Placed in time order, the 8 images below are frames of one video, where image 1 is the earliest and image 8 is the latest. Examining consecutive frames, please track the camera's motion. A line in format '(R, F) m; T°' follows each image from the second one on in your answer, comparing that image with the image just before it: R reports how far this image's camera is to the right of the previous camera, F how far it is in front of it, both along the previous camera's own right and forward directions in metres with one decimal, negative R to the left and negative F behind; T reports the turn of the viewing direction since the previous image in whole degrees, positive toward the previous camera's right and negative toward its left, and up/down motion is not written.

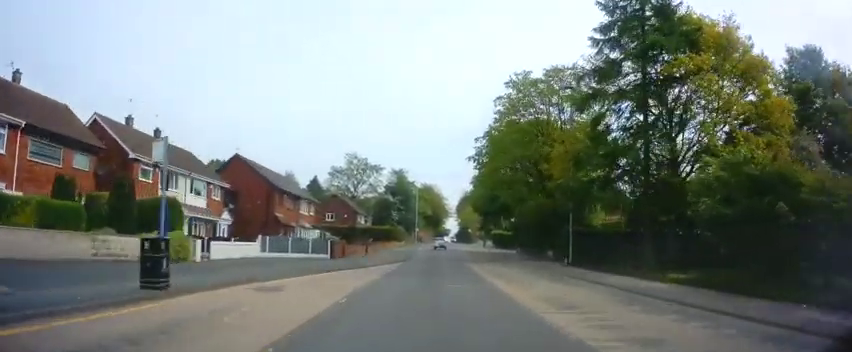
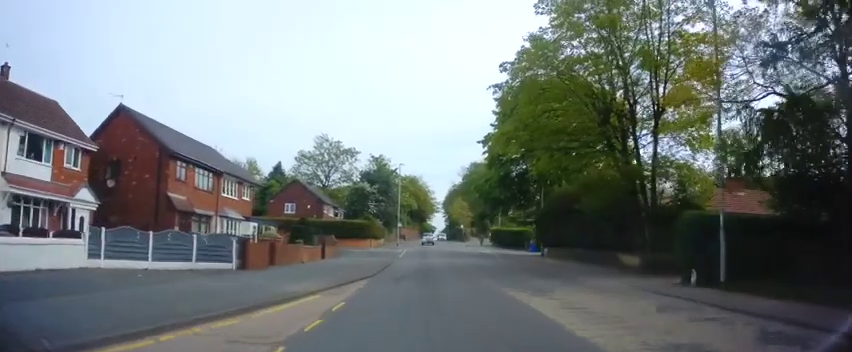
(0.0, +15.0) m; 0°
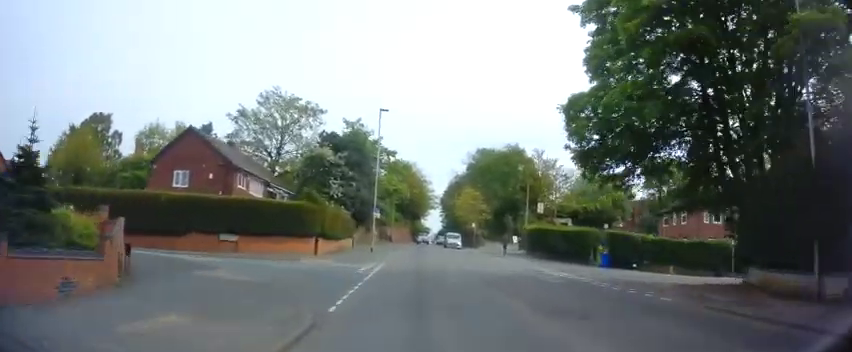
(+0.5, +25.7) m; +2°
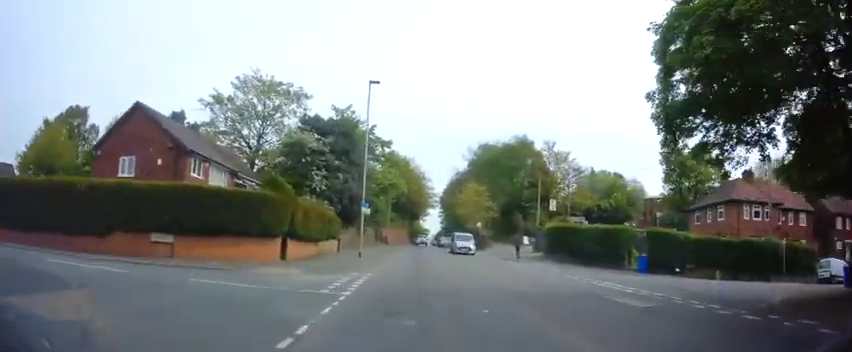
(0.0, +6.5) m; 0°
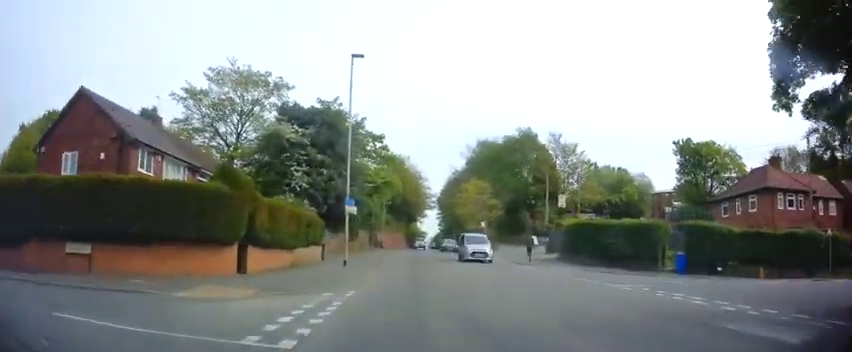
(0.0, +4.9) m; 0°
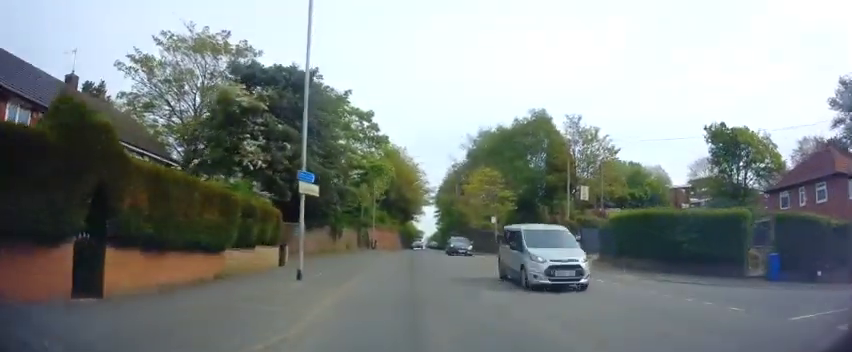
(0.0, +8.2) m; 0°
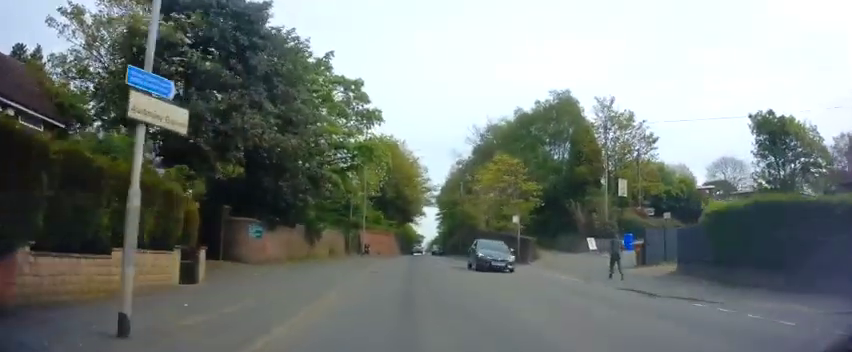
(0.0, +8.6) m; 0°
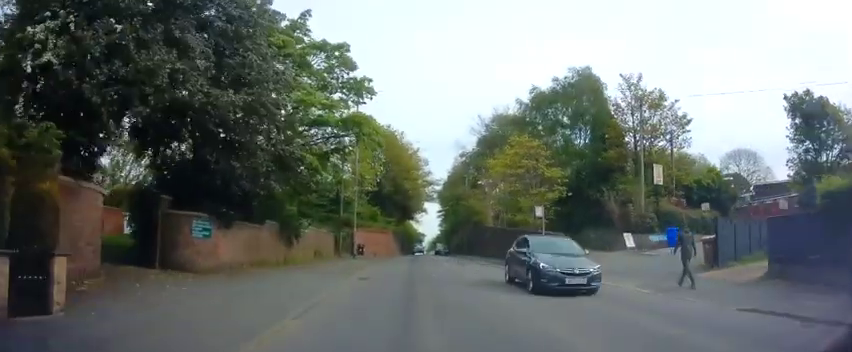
(0.0, +5.7) m; 0°
